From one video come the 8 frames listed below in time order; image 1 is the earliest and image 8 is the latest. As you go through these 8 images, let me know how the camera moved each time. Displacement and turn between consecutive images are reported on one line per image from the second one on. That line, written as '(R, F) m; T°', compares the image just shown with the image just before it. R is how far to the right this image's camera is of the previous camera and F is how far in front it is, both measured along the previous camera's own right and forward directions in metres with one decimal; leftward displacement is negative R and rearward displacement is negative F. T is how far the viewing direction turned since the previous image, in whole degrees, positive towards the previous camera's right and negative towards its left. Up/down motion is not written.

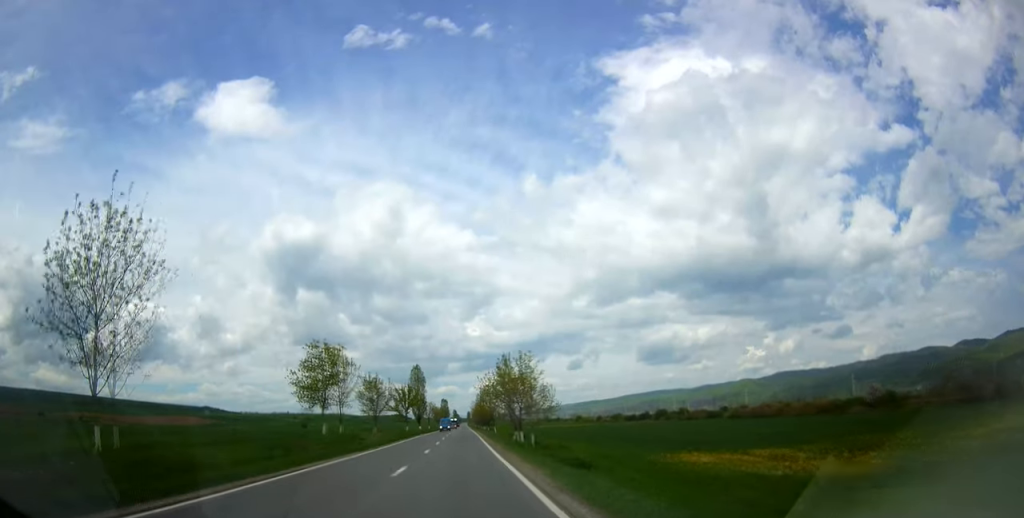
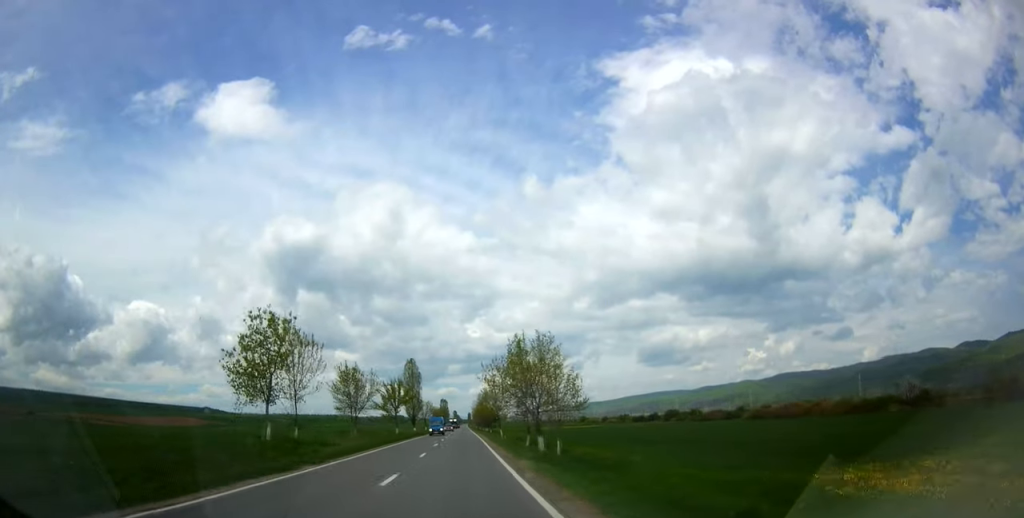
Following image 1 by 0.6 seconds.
(0.0, +14.7) m; 0°
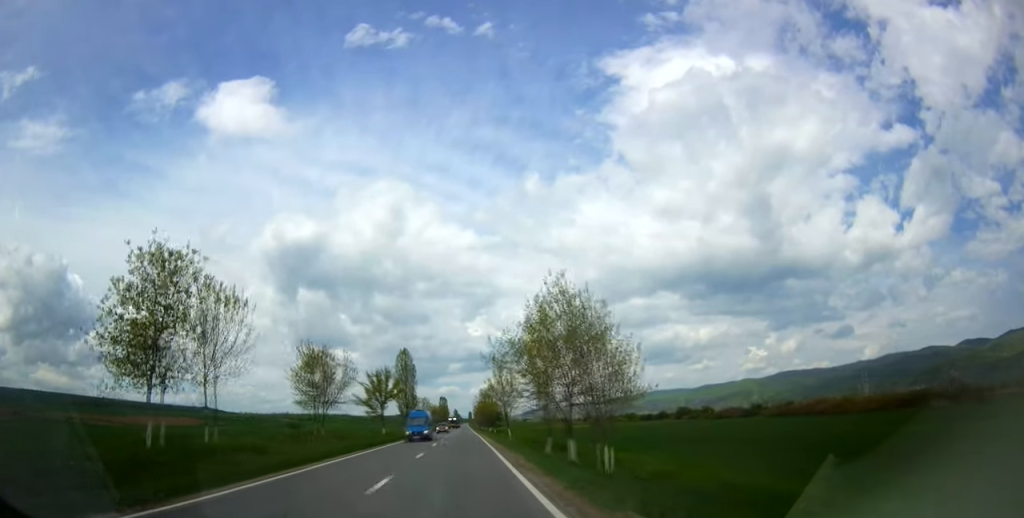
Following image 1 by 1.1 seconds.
(+0.4, +13.6) m; 0°
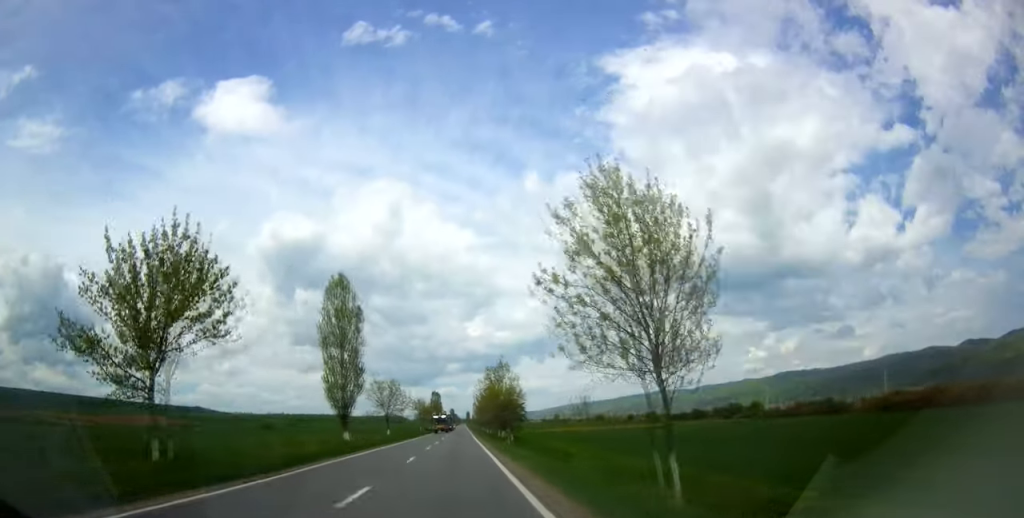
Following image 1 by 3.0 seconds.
(-0.5, +49.6) m; +1°
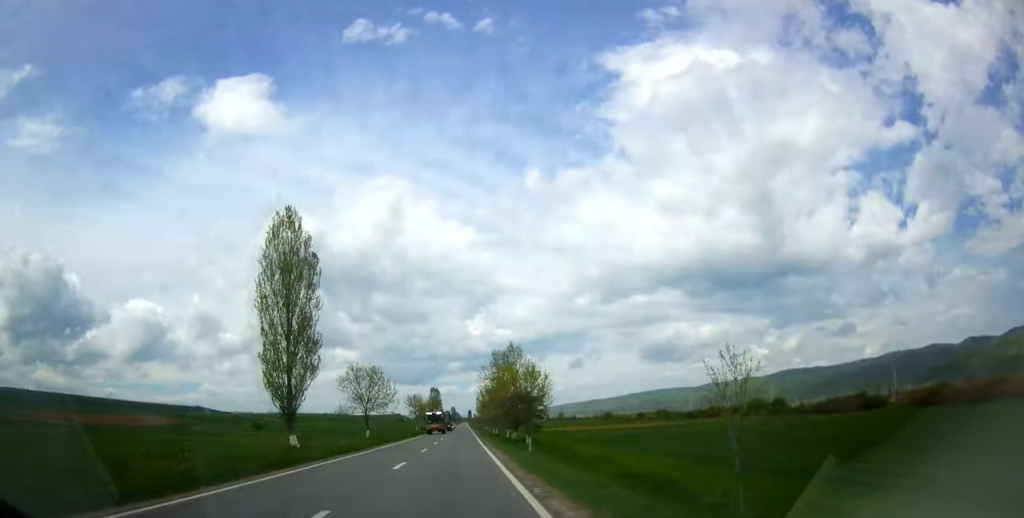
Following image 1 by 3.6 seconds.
(+0.1, +16.1) m; 0°
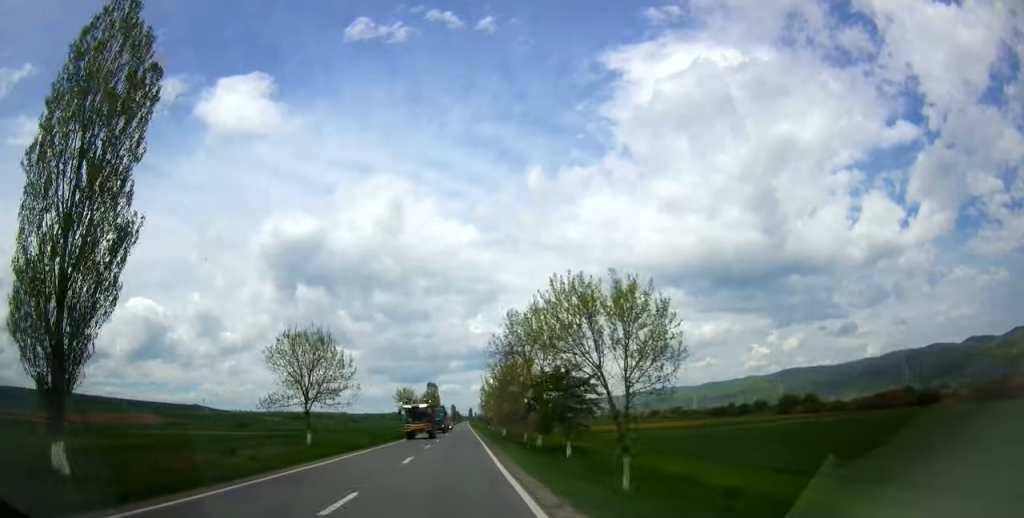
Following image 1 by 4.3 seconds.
(+0.3, +20.5) m; -1°
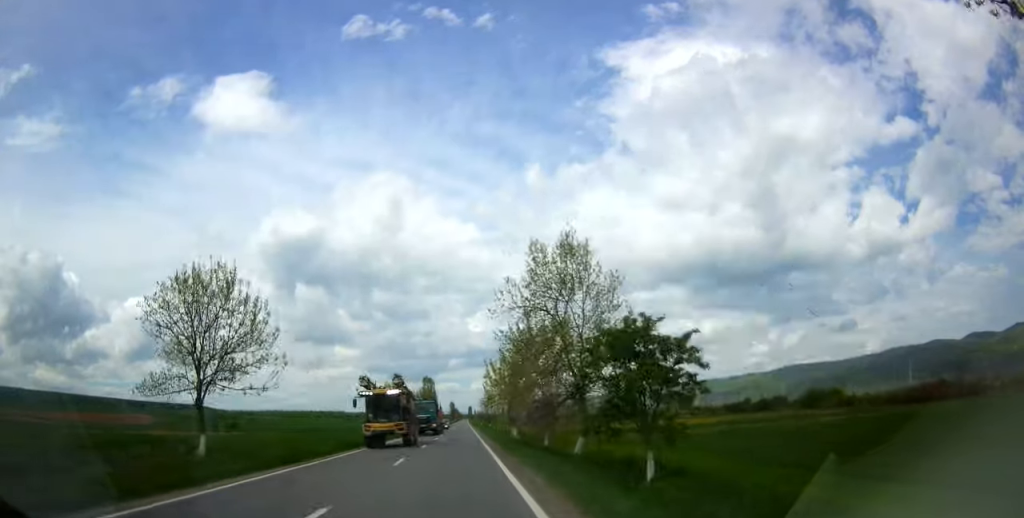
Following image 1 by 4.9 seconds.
(-0.5, +15.2) m; 0°
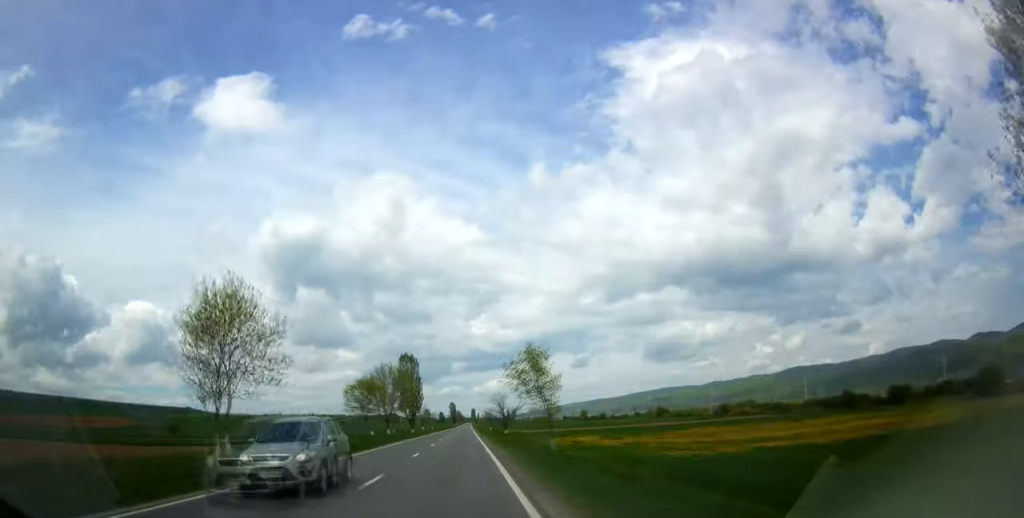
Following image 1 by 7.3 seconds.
(+0.3, +65.2) m; -1°
